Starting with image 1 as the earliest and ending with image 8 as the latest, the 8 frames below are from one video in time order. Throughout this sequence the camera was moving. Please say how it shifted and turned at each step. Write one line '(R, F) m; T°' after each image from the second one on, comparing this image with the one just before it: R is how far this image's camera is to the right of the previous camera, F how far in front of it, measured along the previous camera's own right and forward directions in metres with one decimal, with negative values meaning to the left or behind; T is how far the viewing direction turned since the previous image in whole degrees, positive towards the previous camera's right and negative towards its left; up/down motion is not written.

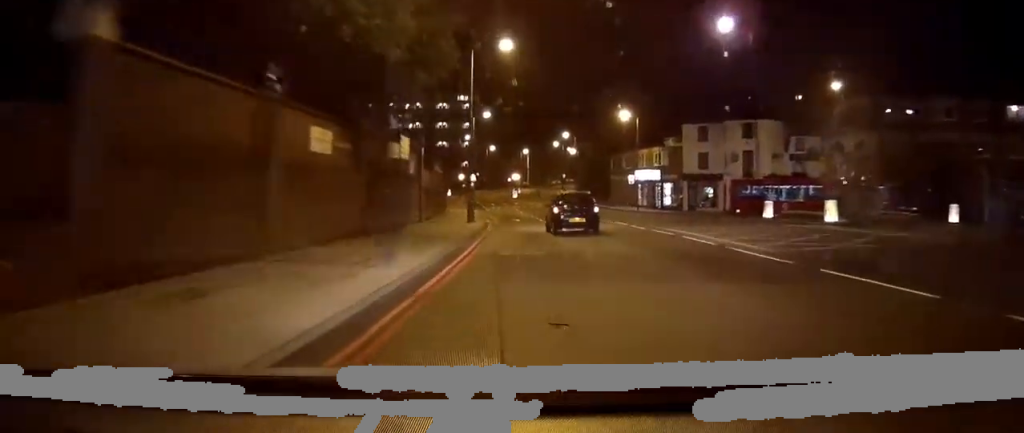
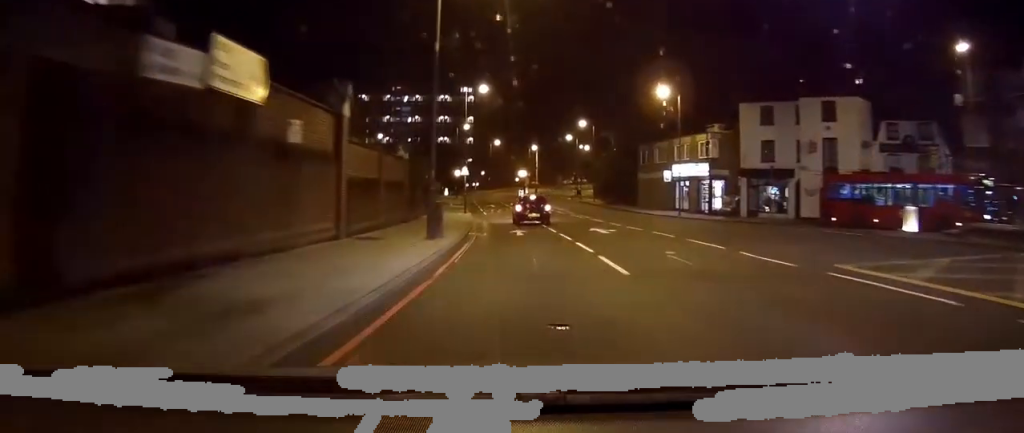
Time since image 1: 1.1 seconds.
(-0.1, +15.5) m; -1°
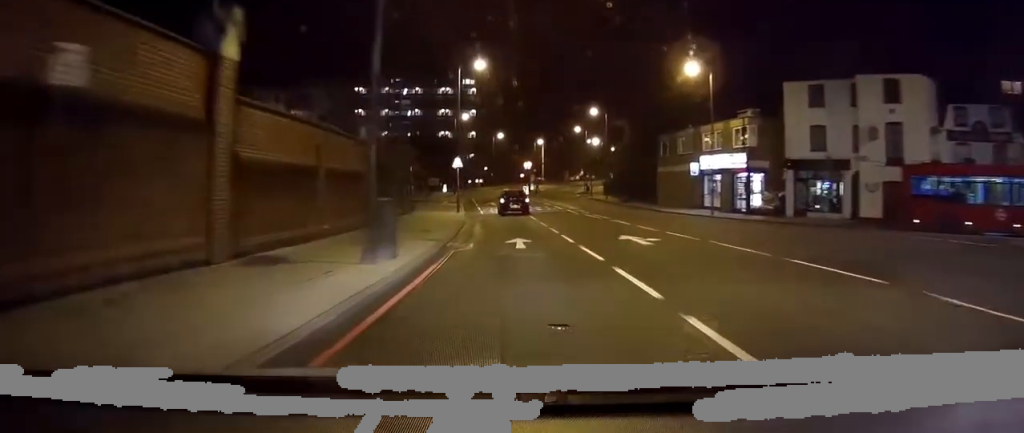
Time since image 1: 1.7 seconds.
(0.0, +8.1) m; 0°
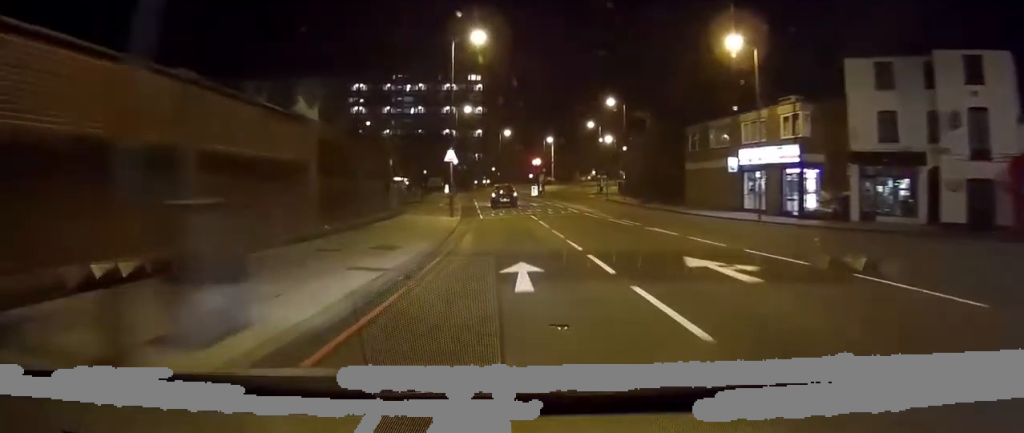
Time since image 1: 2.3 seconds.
(0.0, +7.6) m; -1°
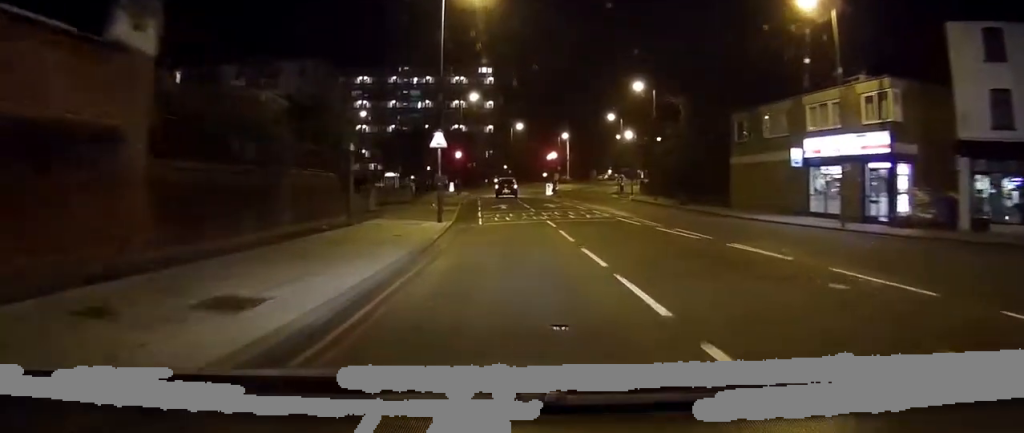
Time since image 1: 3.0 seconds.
(-0.1, +8.7) m; -1°
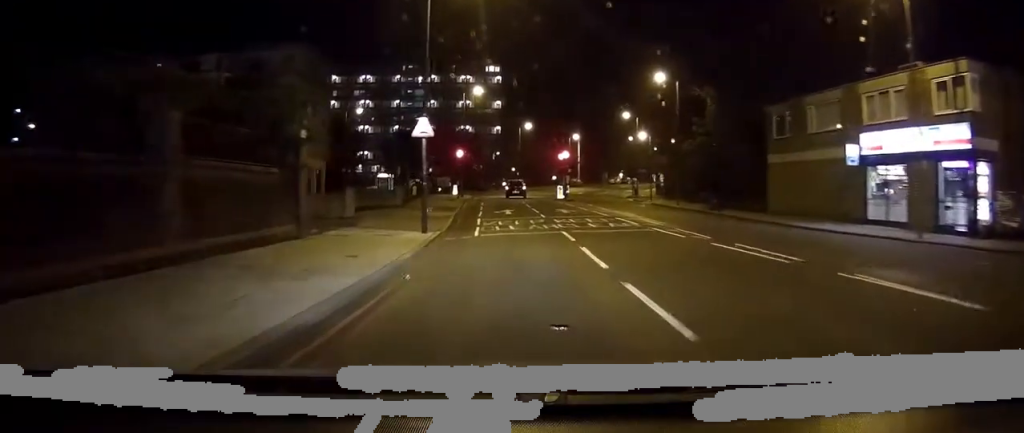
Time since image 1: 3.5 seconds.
(0.0, +5.7) m; -1°
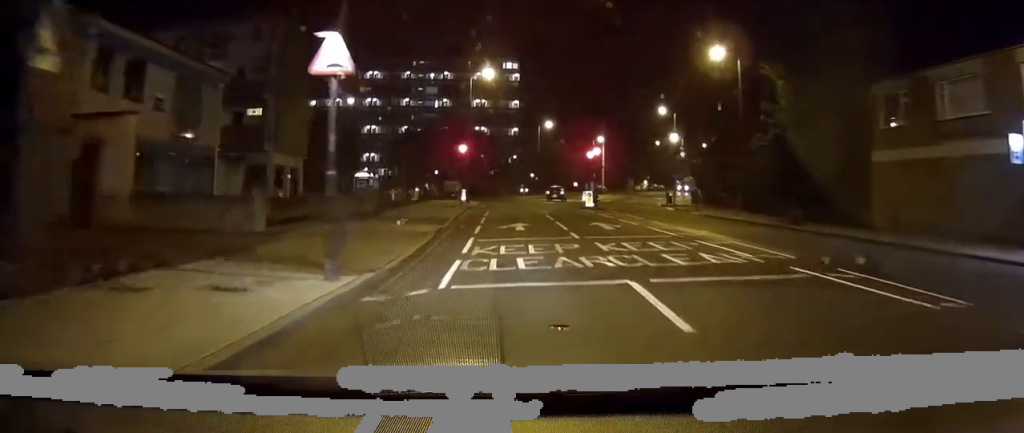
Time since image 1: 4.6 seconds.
(-0.2, +10.8) m; -3°
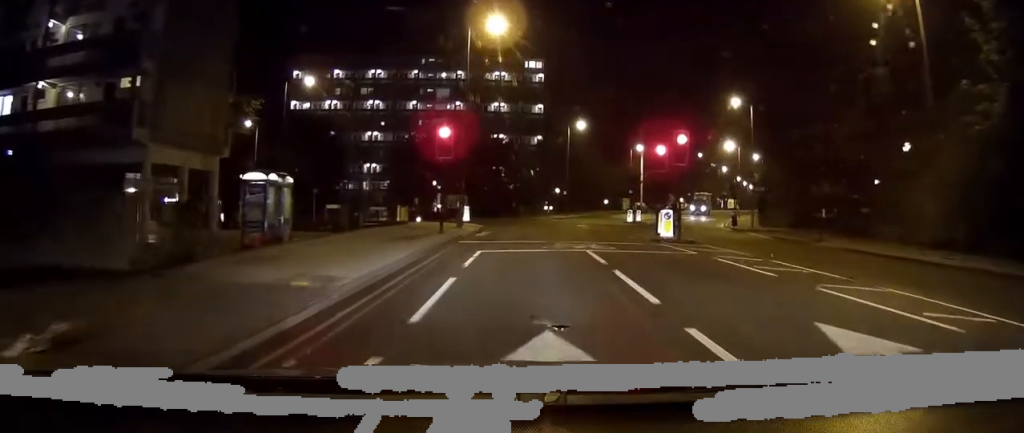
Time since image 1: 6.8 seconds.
(-0.6, +17.6) m; -2°
